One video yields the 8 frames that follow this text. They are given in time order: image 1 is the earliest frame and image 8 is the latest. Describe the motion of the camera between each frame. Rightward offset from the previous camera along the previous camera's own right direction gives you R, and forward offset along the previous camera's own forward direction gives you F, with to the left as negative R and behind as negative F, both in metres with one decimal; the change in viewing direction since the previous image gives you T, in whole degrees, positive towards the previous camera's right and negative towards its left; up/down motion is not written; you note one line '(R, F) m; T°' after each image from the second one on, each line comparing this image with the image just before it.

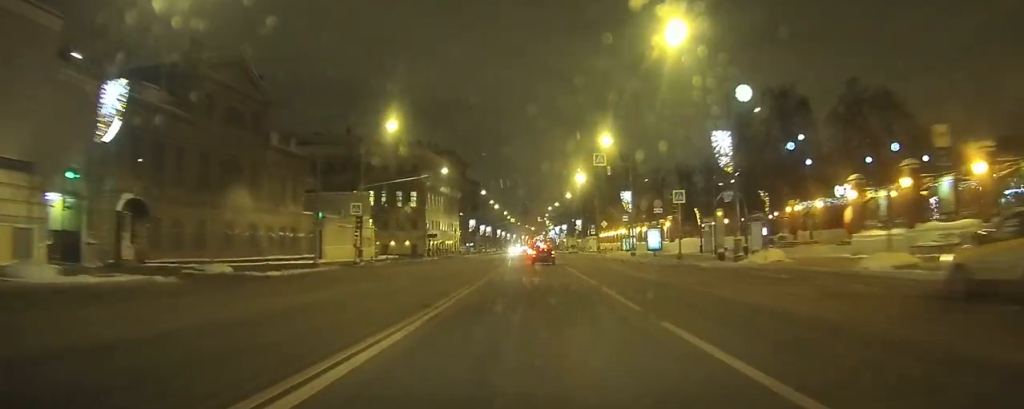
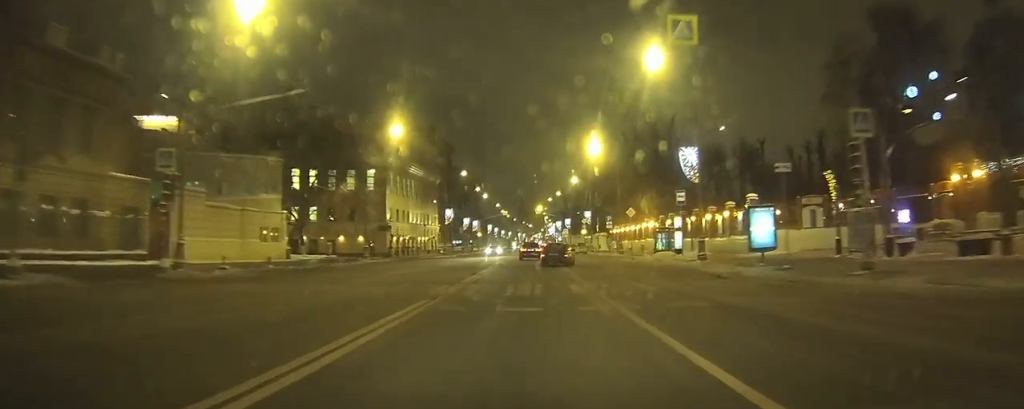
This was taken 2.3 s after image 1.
(+0.4, +25.3) m; +1°
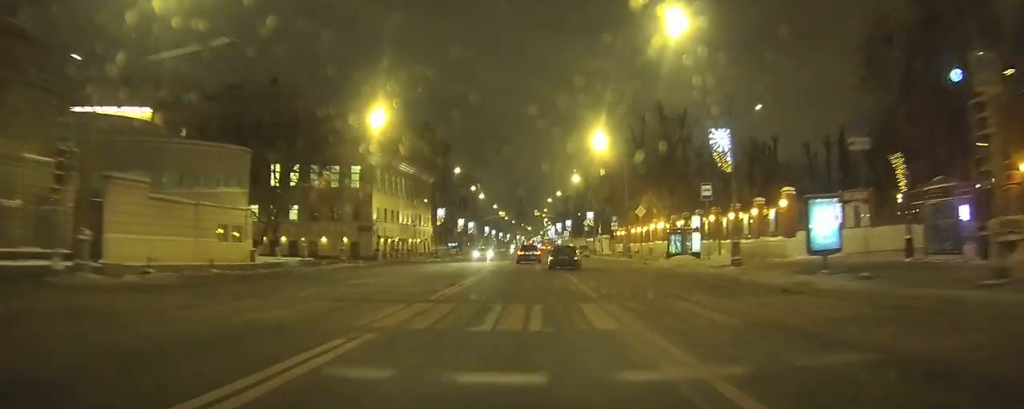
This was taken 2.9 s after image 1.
(0.0, +5.9) m; -1°
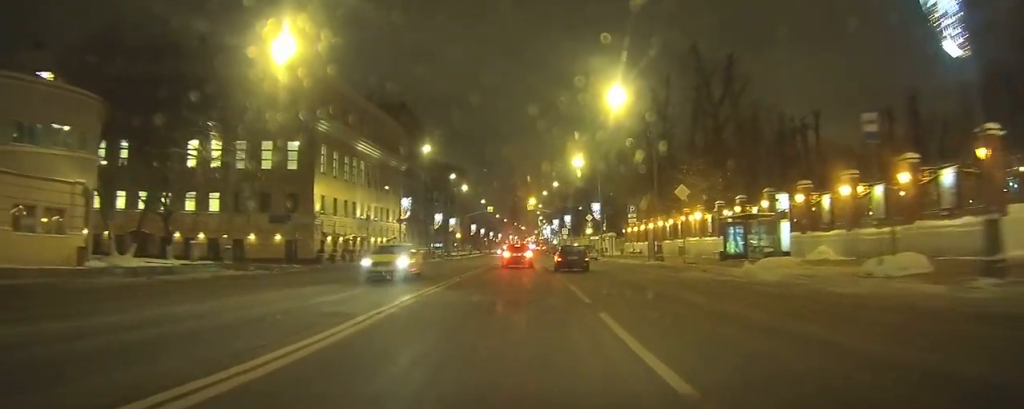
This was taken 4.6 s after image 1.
(-0.3, +16.7) m; 0°
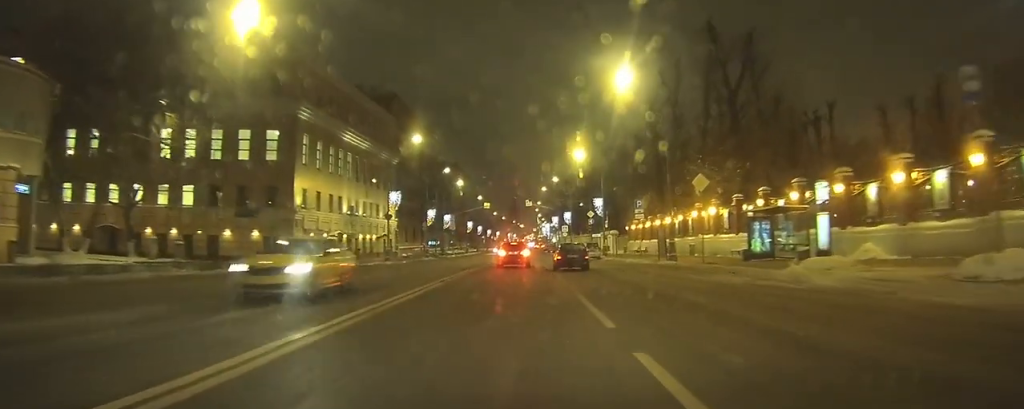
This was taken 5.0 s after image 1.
(0.0, +4.2) m; +1°
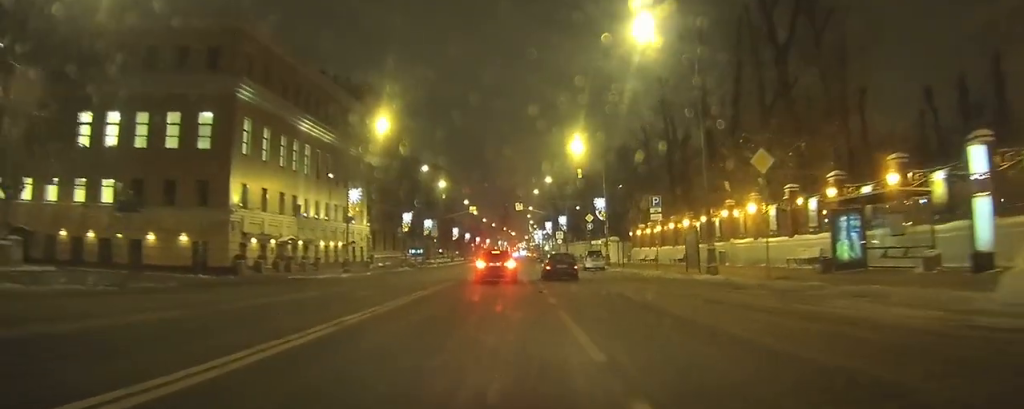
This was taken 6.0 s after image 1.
(+0.1, +9.5) m; +2°
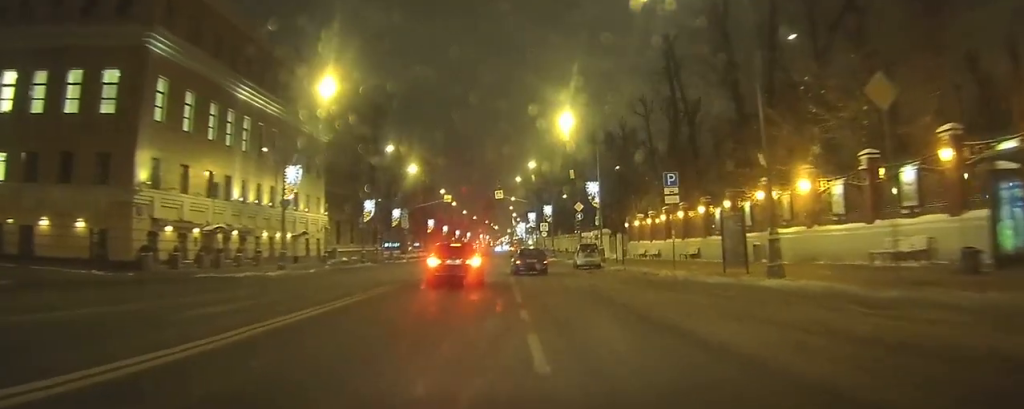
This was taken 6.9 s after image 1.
(+0.1, +8.7) m; +1°
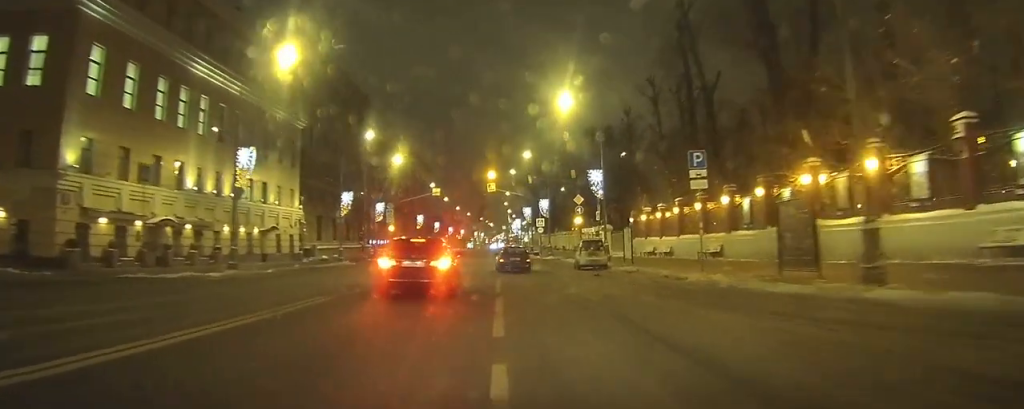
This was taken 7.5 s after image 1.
(0.0, +5.6) m; 0°
